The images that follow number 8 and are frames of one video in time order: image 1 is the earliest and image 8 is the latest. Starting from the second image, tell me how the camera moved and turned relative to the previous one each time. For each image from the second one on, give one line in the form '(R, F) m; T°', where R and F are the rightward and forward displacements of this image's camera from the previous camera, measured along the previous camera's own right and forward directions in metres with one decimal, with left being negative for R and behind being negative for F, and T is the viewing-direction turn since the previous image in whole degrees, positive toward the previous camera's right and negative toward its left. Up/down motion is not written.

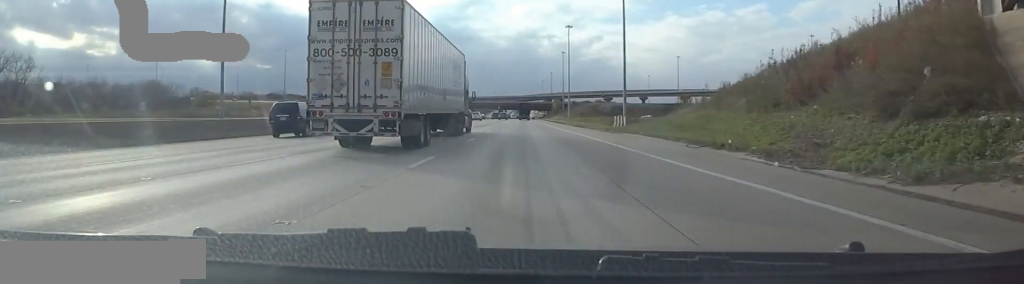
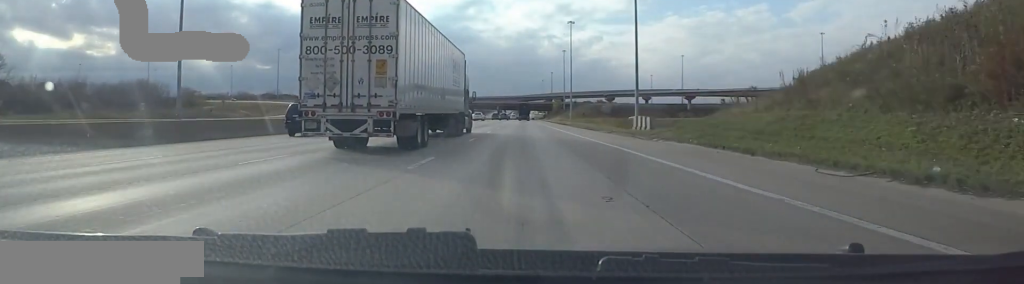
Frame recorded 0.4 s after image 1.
(0.0, +12.4) m; 0°
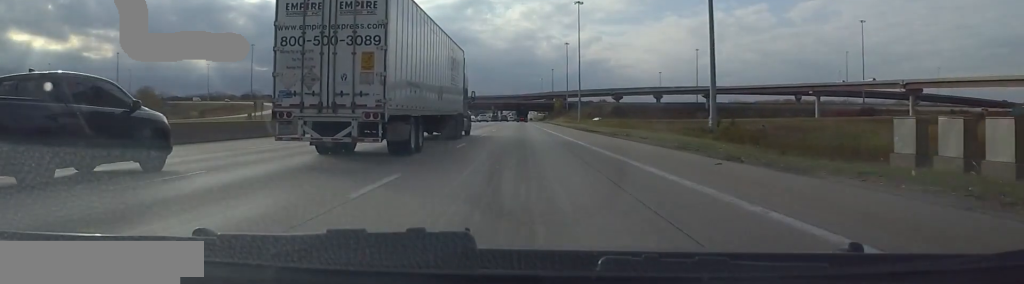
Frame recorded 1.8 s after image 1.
(0.0, +41.2) m; 0°
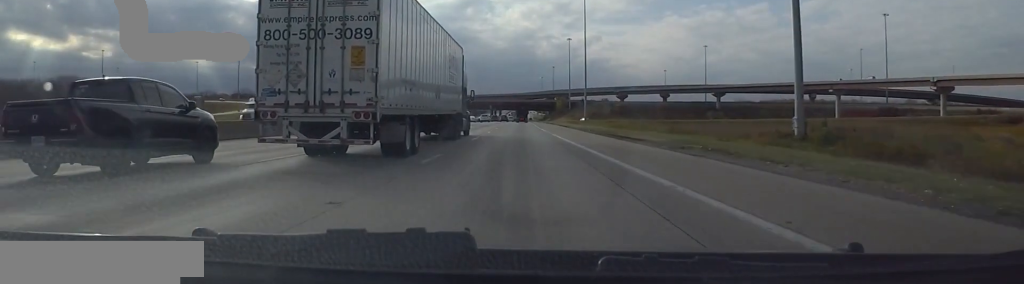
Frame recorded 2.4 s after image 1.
(0.0, +19.0) m; 0°
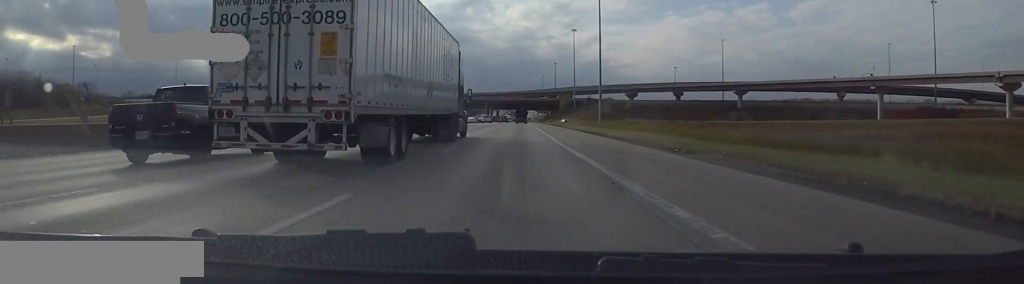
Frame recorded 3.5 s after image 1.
(0.0, +33.1) m; 0°
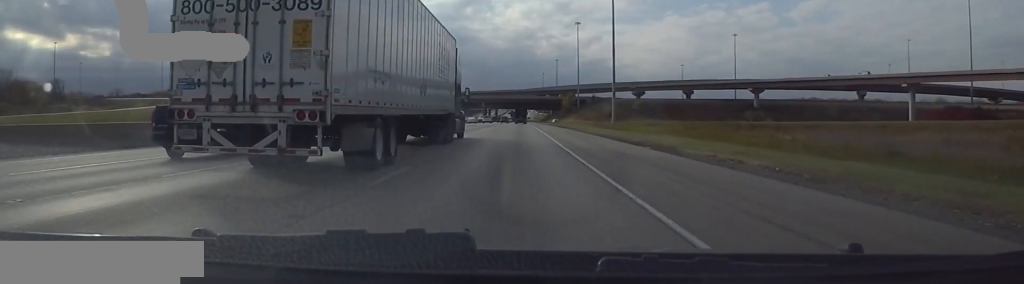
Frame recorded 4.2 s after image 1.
(0.0, +20.3) m; 0°
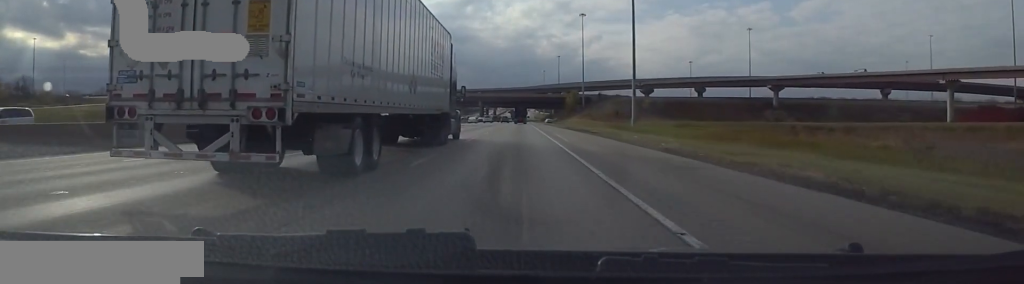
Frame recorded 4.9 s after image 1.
(0.0, +21.1) m; 0°
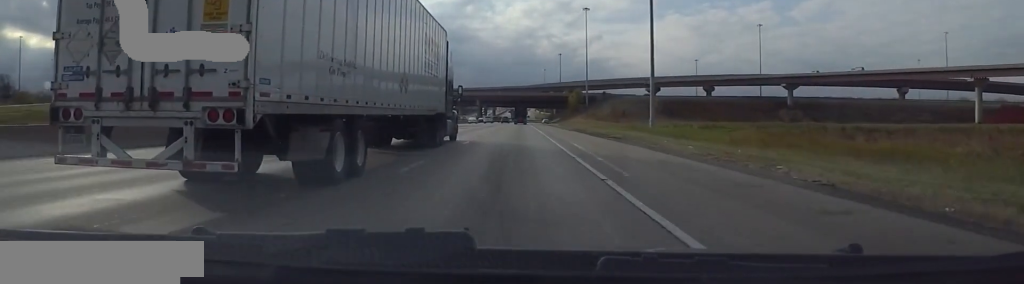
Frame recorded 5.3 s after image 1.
(0.0, +13.8) m; 0°
